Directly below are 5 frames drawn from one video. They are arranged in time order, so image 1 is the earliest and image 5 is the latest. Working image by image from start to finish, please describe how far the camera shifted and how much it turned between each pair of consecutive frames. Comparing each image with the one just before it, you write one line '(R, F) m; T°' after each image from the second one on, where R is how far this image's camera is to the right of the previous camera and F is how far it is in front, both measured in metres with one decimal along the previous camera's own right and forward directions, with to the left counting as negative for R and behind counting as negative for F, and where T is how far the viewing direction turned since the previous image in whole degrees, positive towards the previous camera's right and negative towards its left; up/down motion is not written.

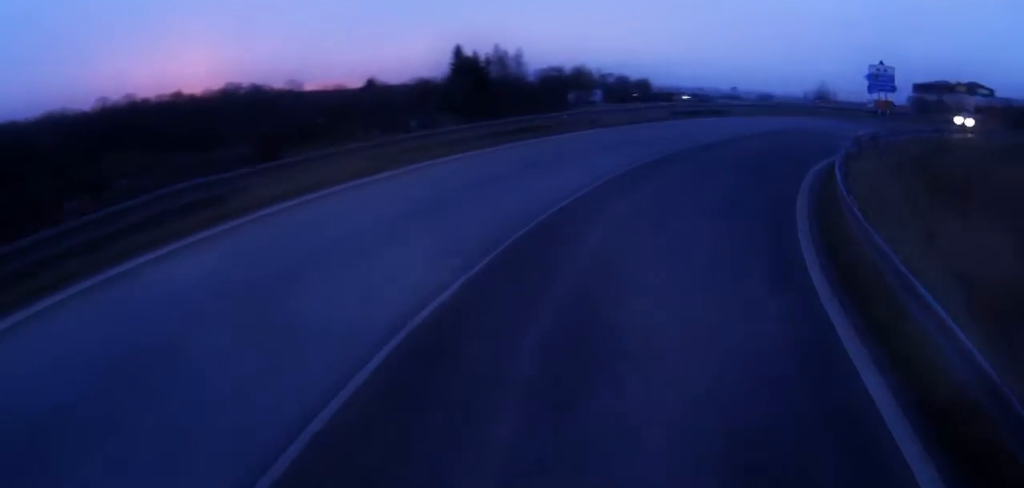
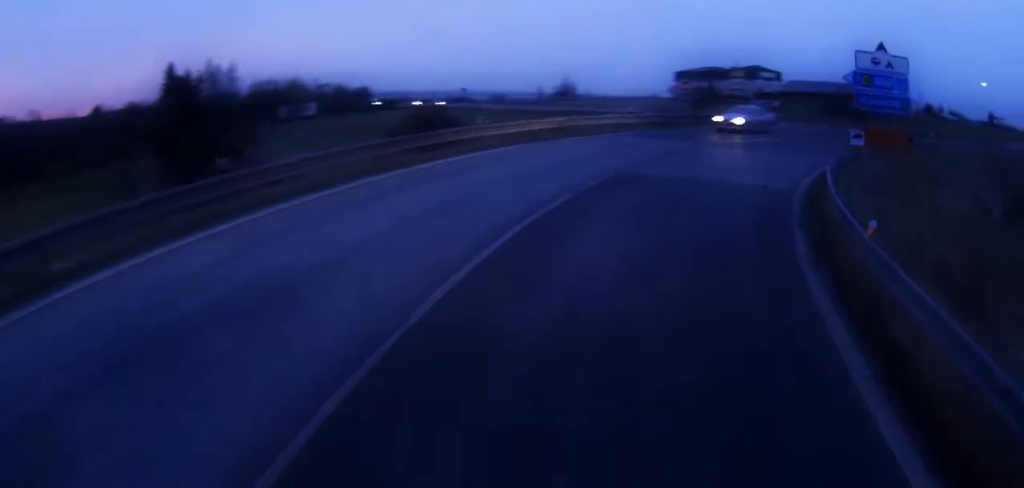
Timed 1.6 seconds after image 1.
(+3.3, +17.8) m; +20°
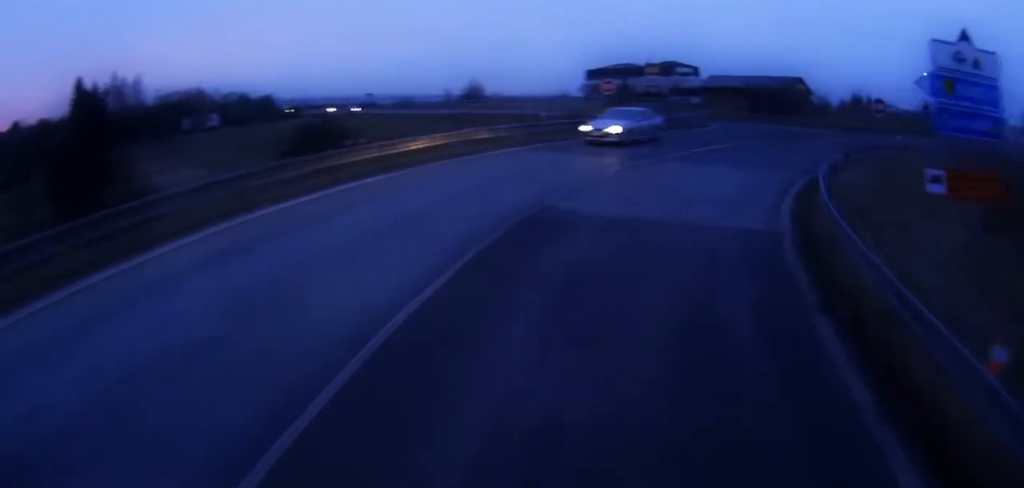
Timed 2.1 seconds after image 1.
(+0.4, +5.7) m; +4°
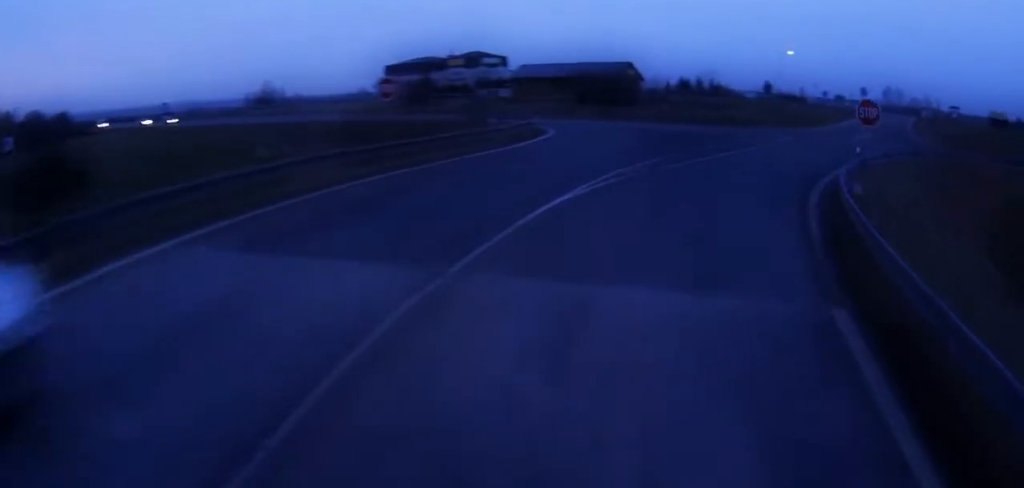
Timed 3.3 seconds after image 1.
(+1.2, +14.8) m; +14°
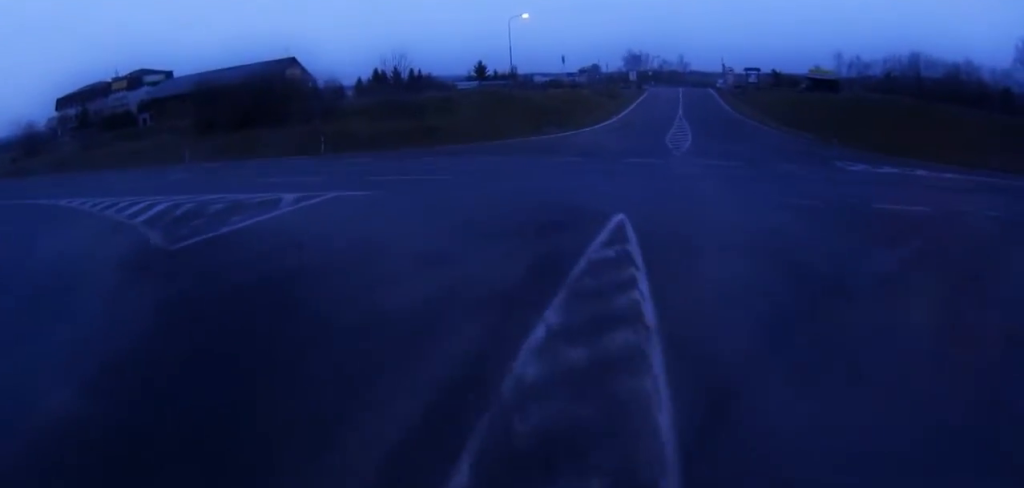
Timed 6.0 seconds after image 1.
(+6.5, +33.6) m; +6°
